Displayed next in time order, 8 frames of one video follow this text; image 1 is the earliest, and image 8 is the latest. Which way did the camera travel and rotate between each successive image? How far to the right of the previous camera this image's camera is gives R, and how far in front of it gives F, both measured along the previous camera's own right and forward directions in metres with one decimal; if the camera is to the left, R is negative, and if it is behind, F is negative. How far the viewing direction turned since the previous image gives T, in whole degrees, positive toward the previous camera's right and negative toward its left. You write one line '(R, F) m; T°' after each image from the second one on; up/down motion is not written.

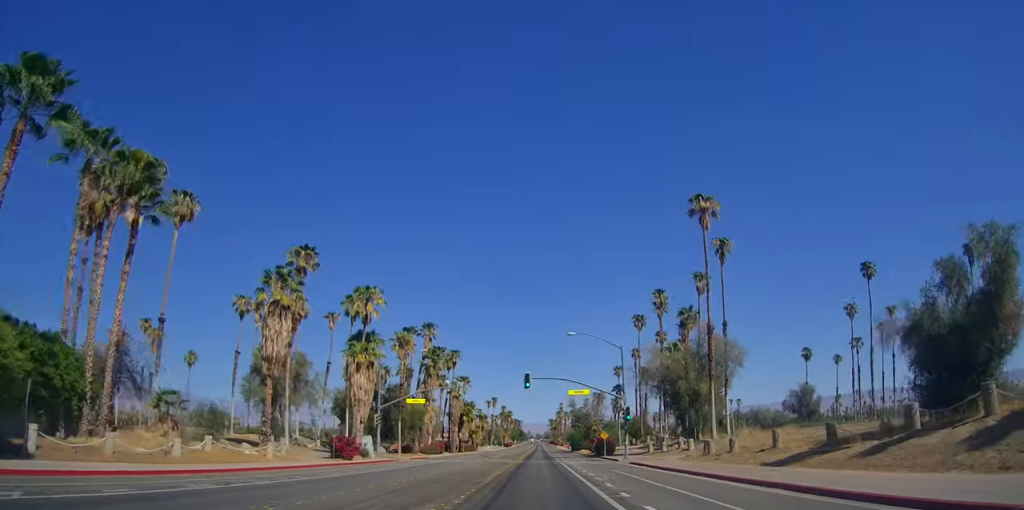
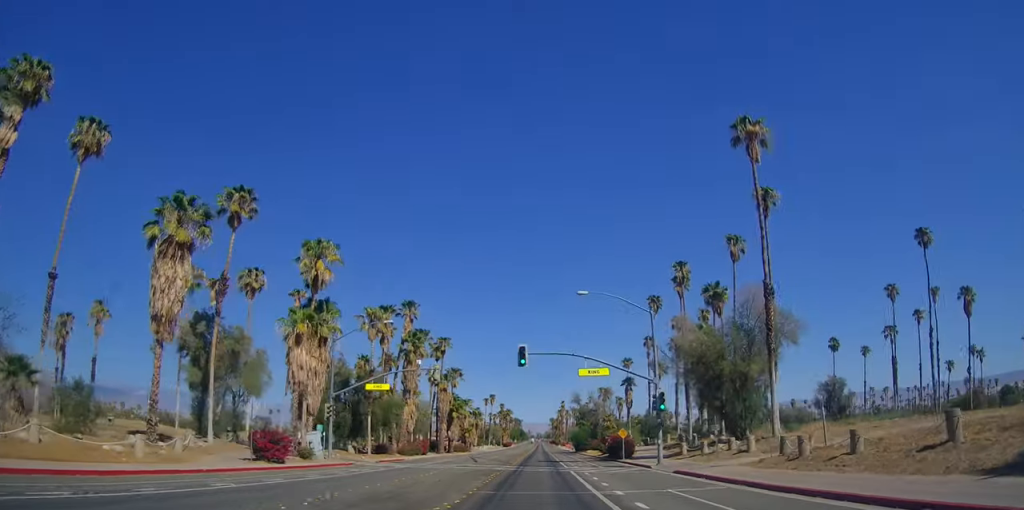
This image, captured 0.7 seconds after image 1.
(0.0, +13.2) m; 0°
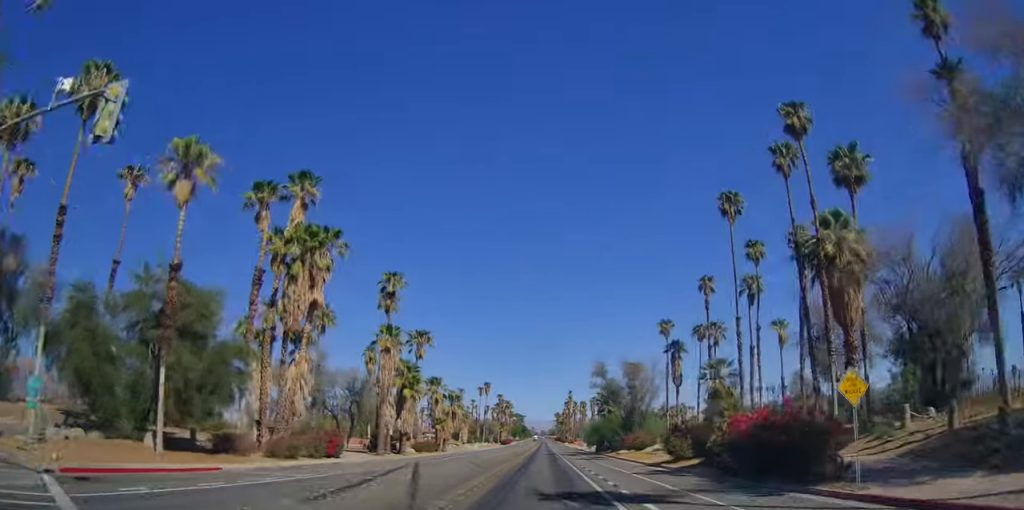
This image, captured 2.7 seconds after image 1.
(0.0, +34.9) m; 0°
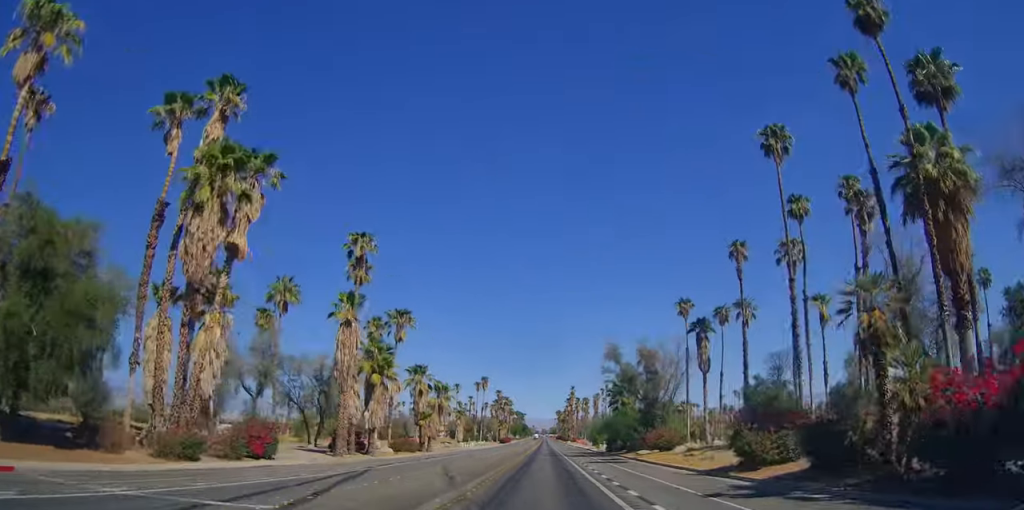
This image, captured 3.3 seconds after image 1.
(0.0, +11.5) m; 0°
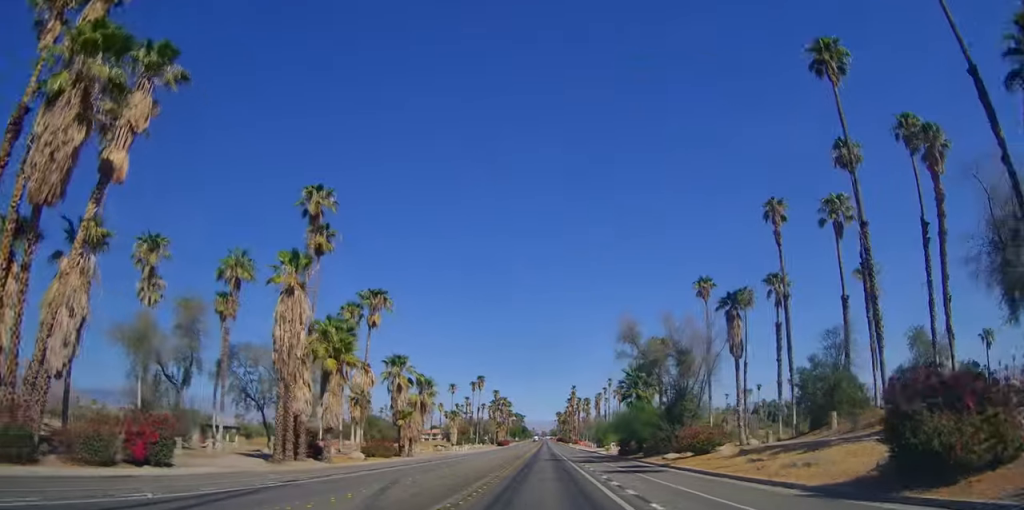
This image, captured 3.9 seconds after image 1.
(0.0, +10.2) m; 0°
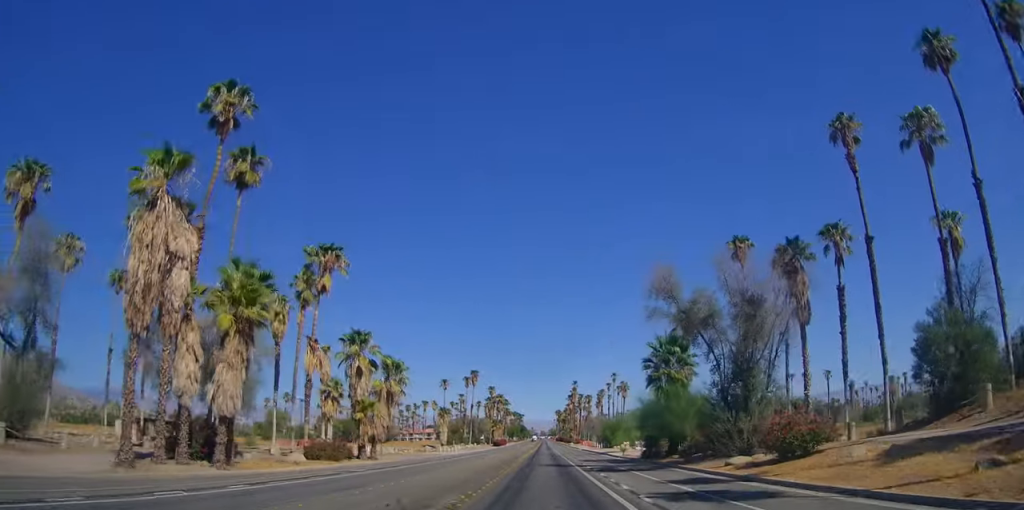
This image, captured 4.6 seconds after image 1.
(0.0, +13.2) m; 0°
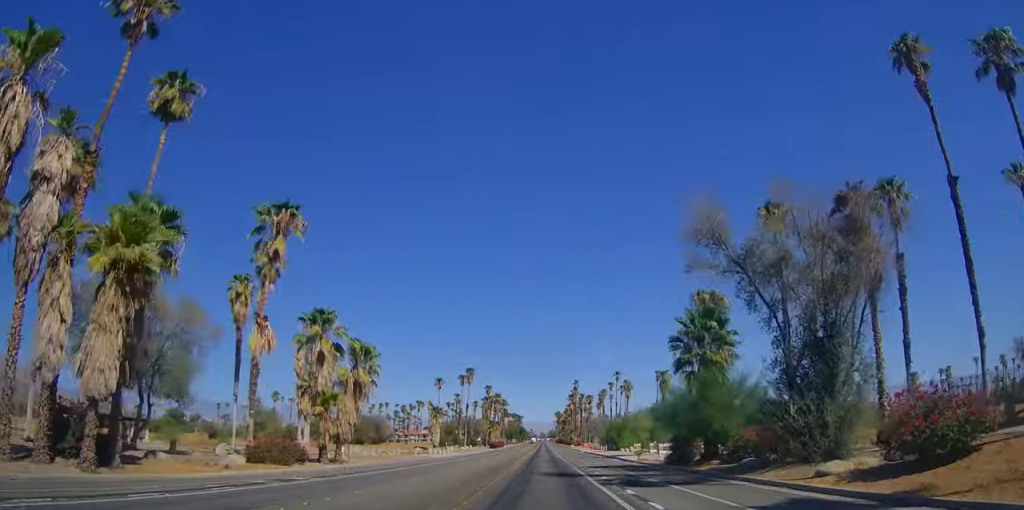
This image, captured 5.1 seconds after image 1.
(0.0, +8.4) m; 0°
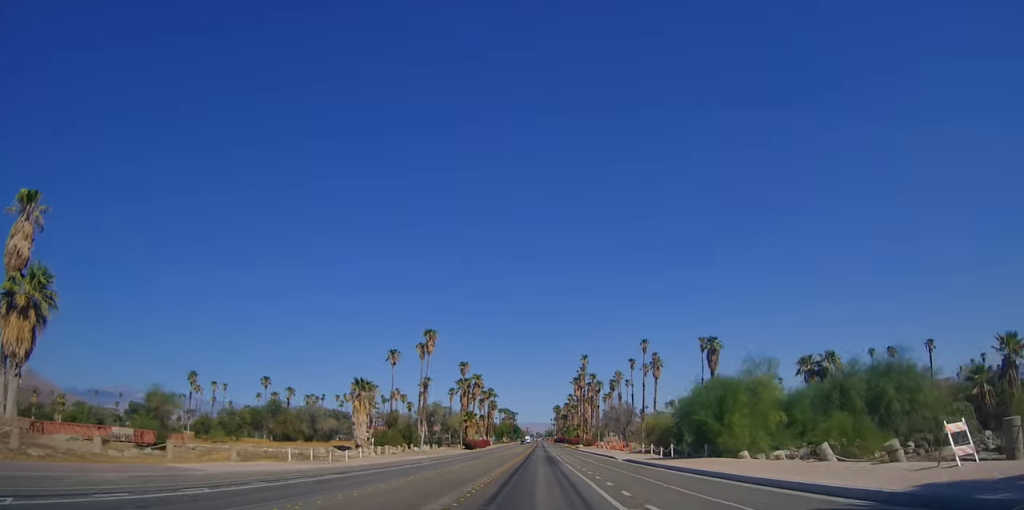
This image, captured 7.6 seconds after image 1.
(0.0, +45.8) m; 0°
